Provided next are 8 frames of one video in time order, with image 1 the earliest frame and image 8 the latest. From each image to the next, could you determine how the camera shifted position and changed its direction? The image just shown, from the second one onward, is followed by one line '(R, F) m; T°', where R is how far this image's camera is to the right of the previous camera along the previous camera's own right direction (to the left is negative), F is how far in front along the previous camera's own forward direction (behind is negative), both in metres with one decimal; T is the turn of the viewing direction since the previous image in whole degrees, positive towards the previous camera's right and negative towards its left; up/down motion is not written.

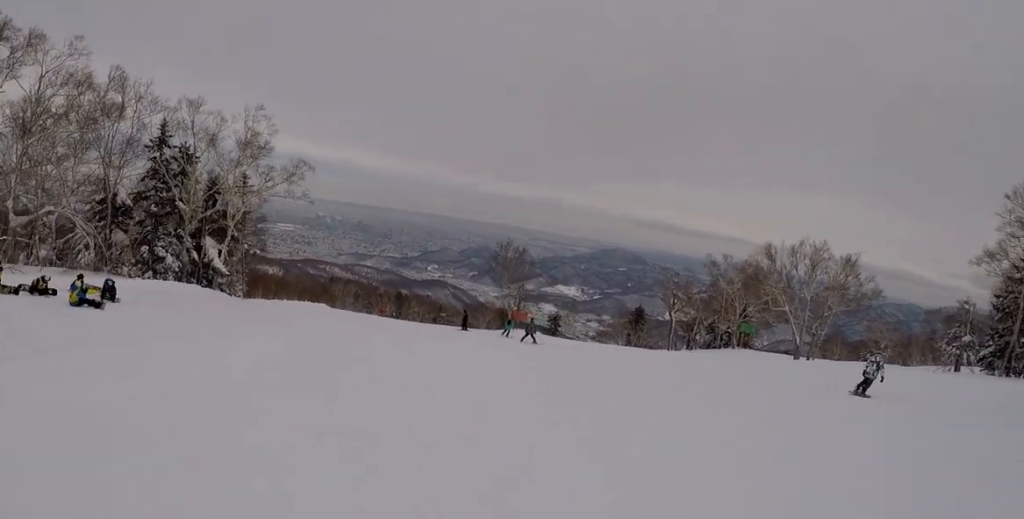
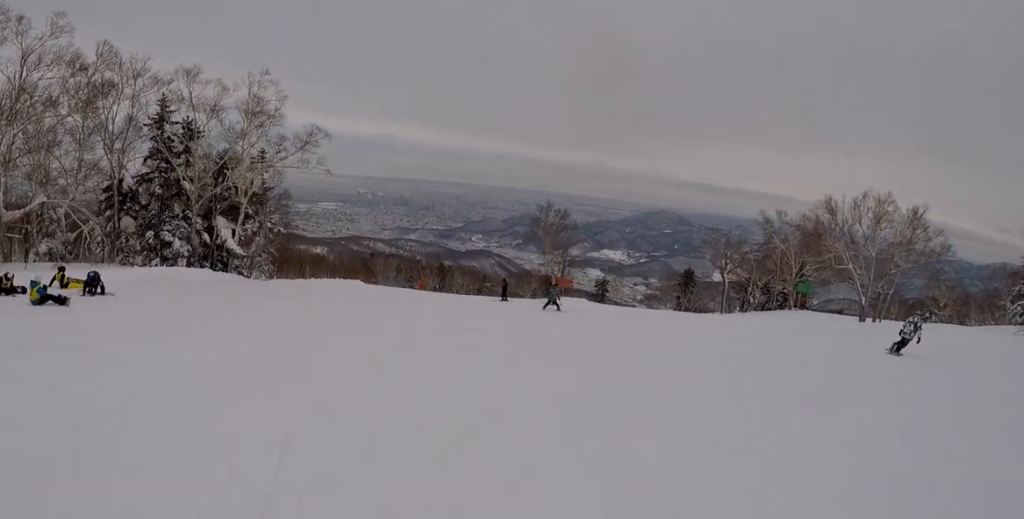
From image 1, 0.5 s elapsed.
(-0.2, +3.8) m; -5°
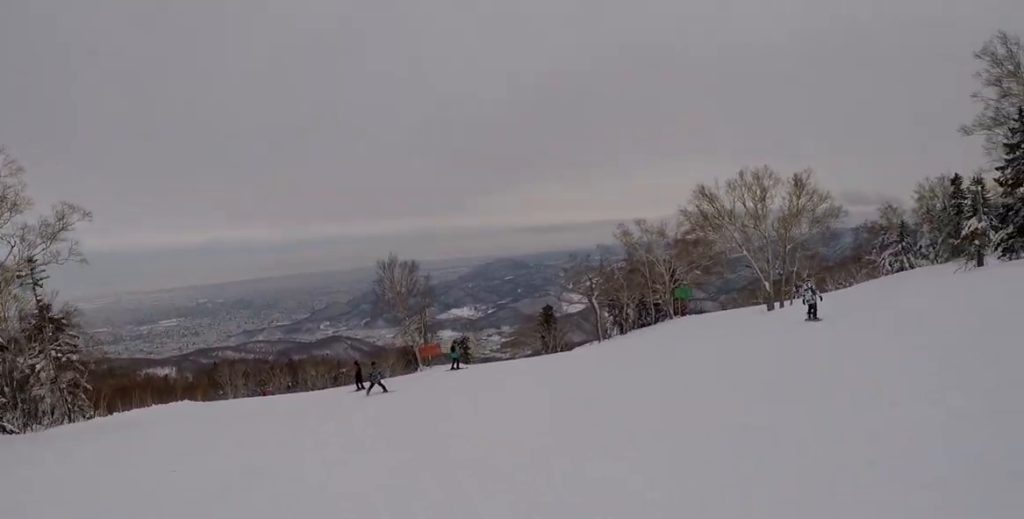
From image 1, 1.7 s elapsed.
(+0.1, +9.9) m; +10°
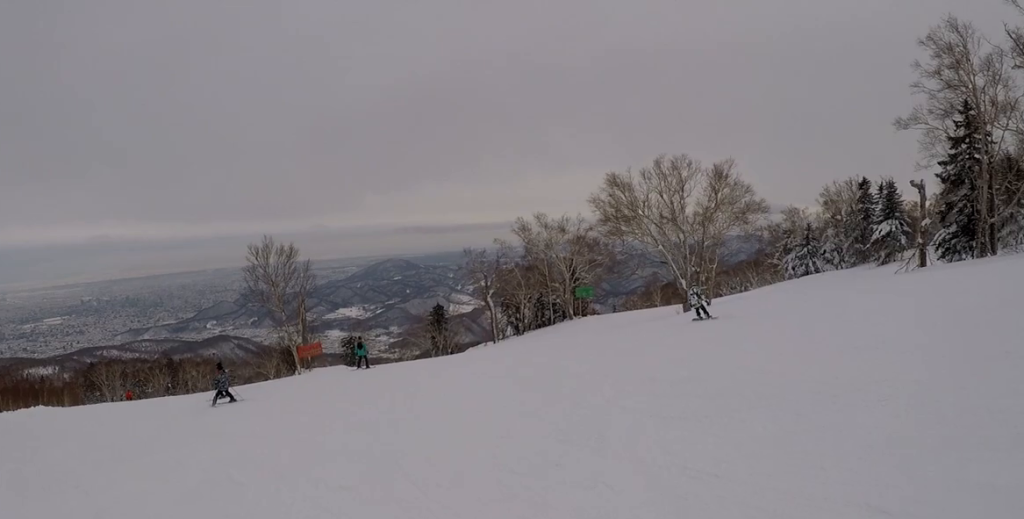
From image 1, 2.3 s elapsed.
(+1.0, +5.3) m; +6°
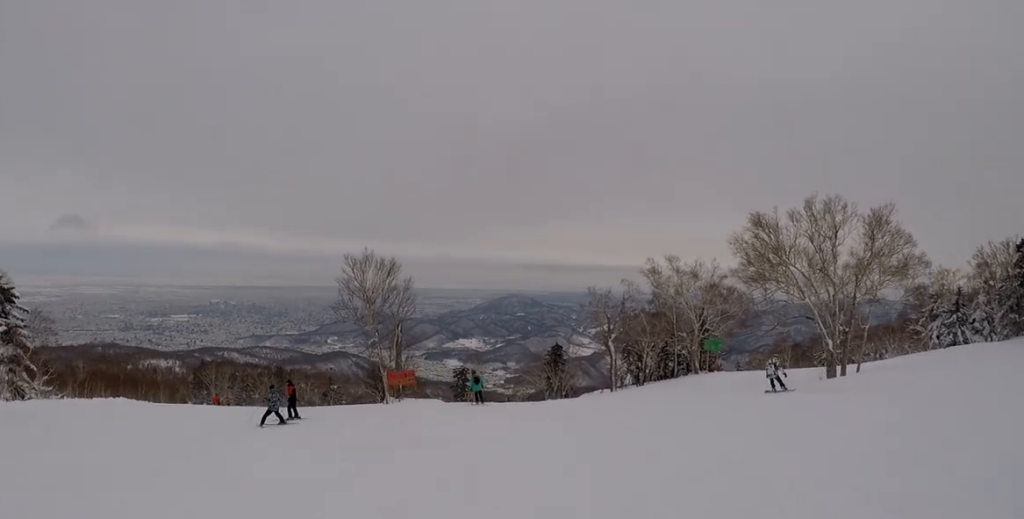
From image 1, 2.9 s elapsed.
(+0.1, +4.6) m; +2°
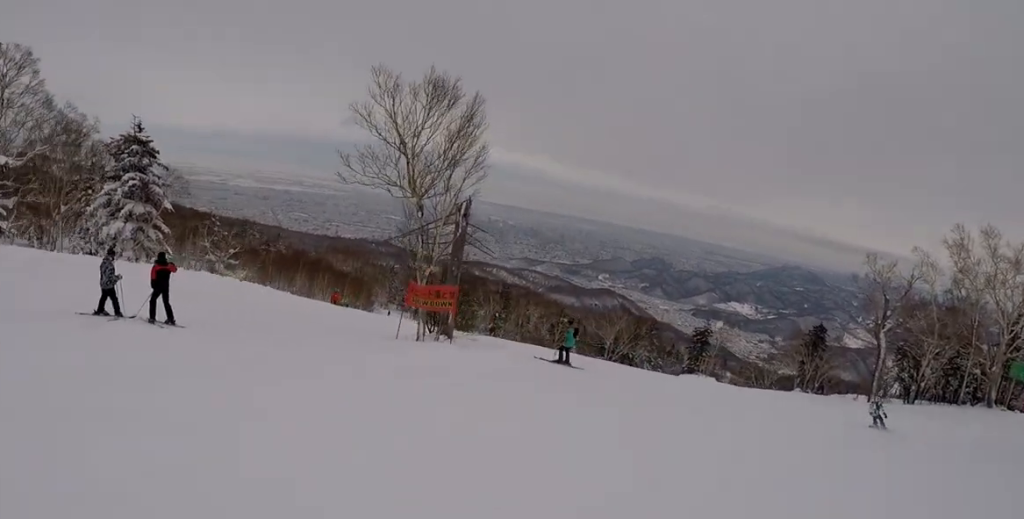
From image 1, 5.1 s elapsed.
(-0.3, +16.5) m; -7°
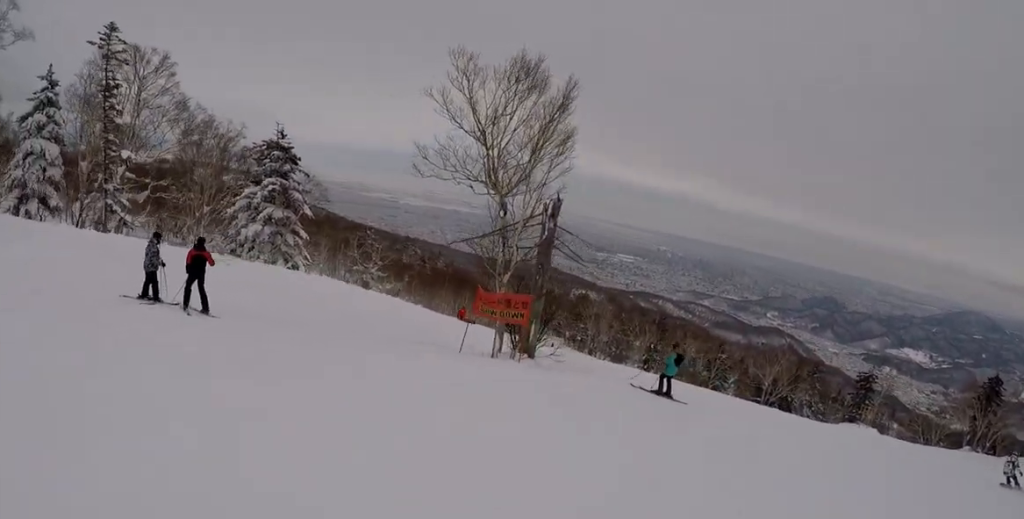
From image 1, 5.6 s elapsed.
(0.0, +2.9) m; -5°
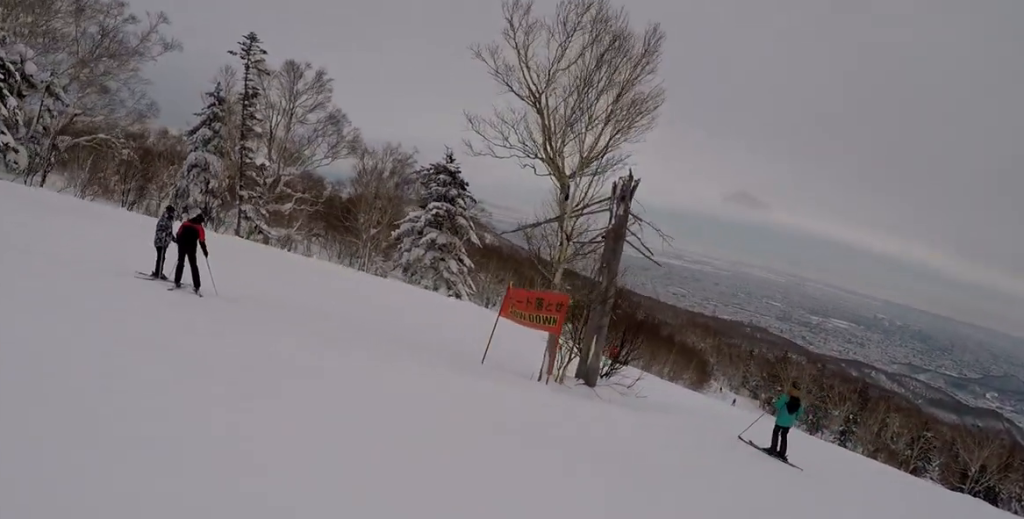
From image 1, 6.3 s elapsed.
(-0.2, +4.2) m; -10°
